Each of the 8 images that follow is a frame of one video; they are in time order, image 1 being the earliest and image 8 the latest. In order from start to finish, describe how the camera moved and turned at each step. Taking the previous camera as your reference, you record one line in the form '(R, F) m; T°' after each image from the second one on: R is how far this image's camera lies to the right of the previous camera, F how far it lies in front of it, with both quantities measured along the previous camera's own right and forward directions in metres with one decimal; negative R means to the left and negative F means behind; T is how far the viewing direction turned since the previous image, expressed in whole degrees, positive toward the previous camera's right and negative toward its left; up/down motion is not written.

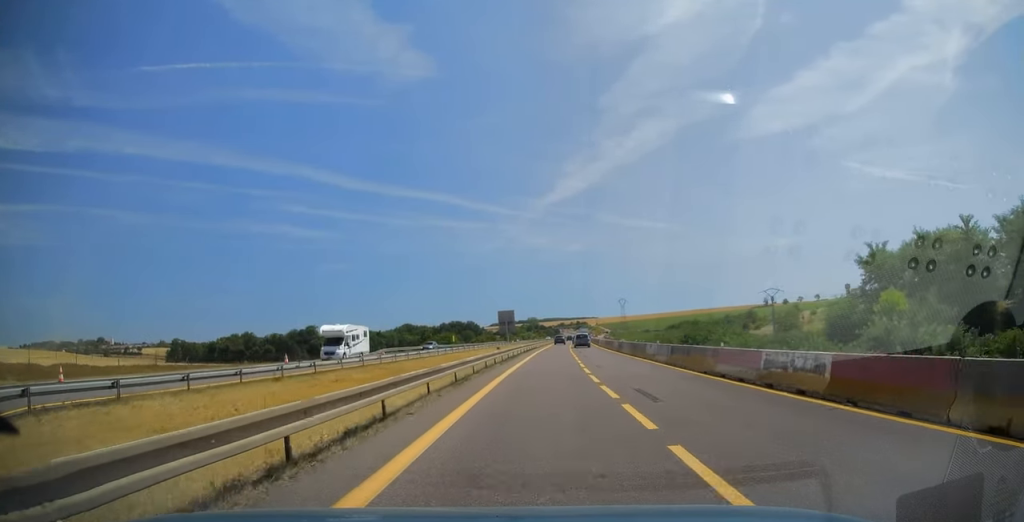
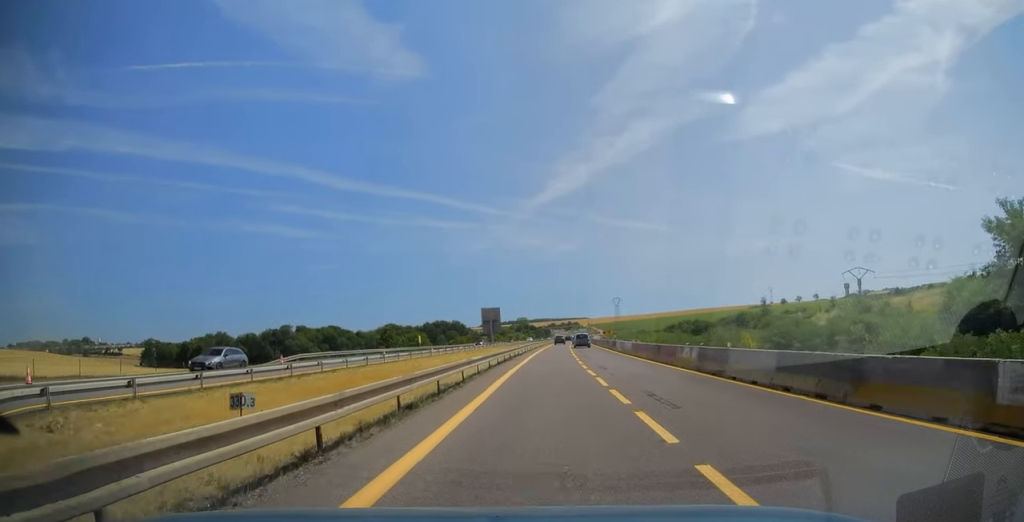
(+0.7, +27.0) m; +1°
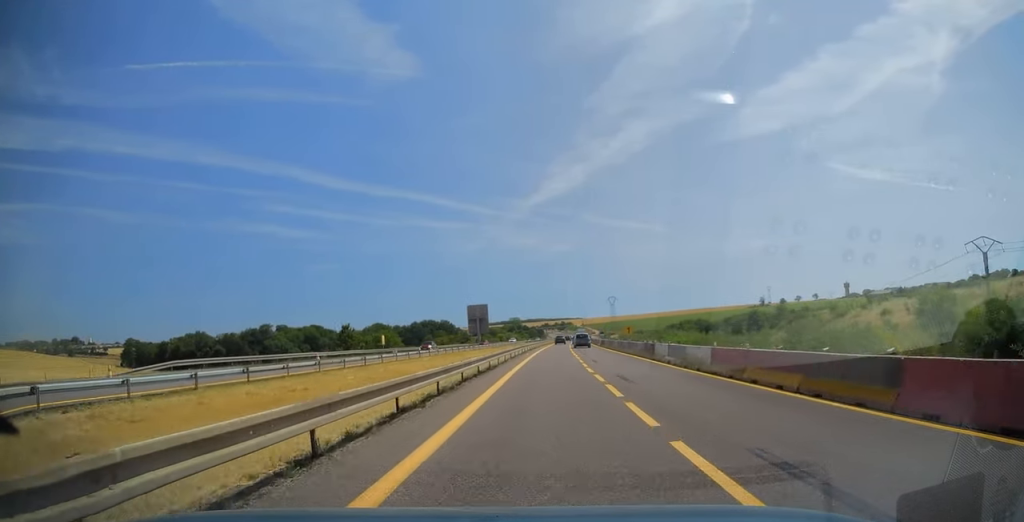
(-0.1, +20.2) m; 0°
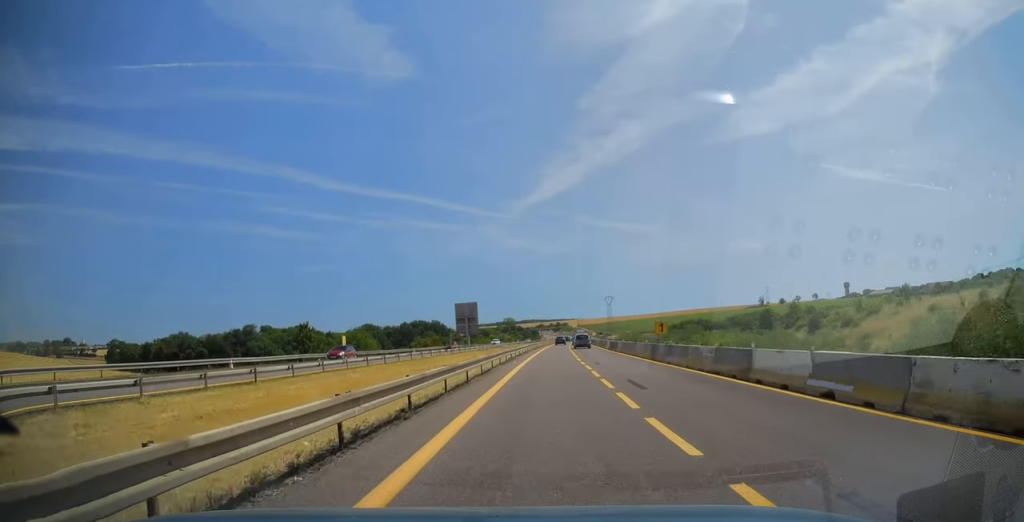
(-0.1, +15.2) m; 0°
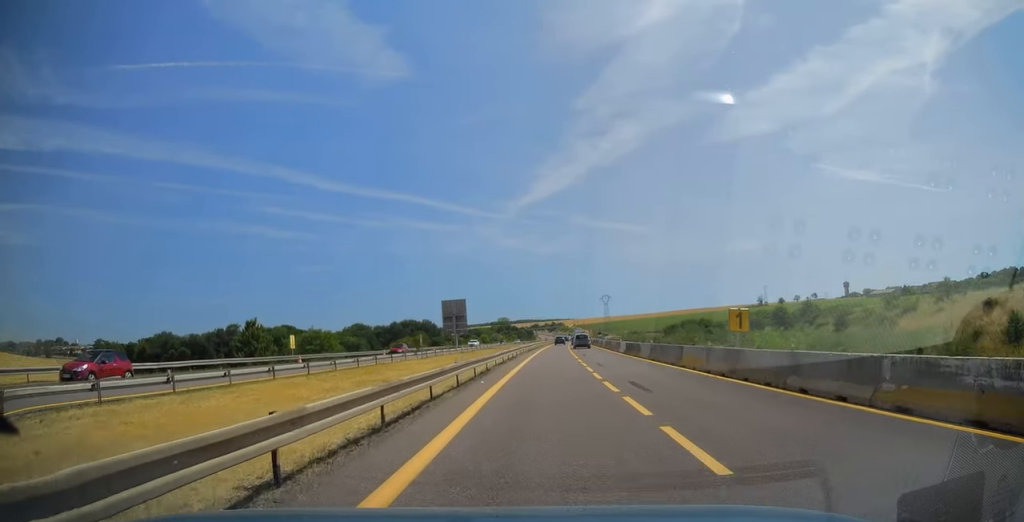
(+0.2, +13.9) m; +1°
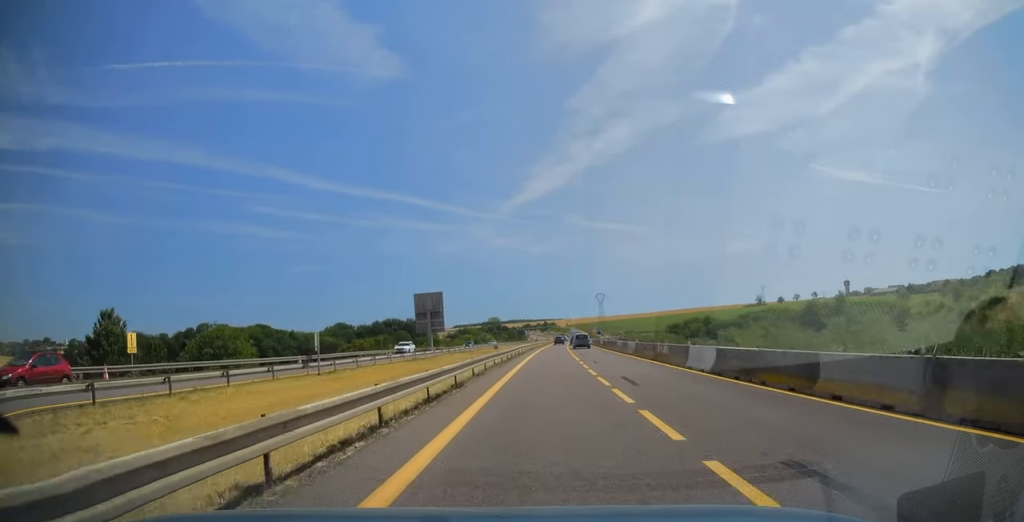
(+0.4, +24.0) m; 0°
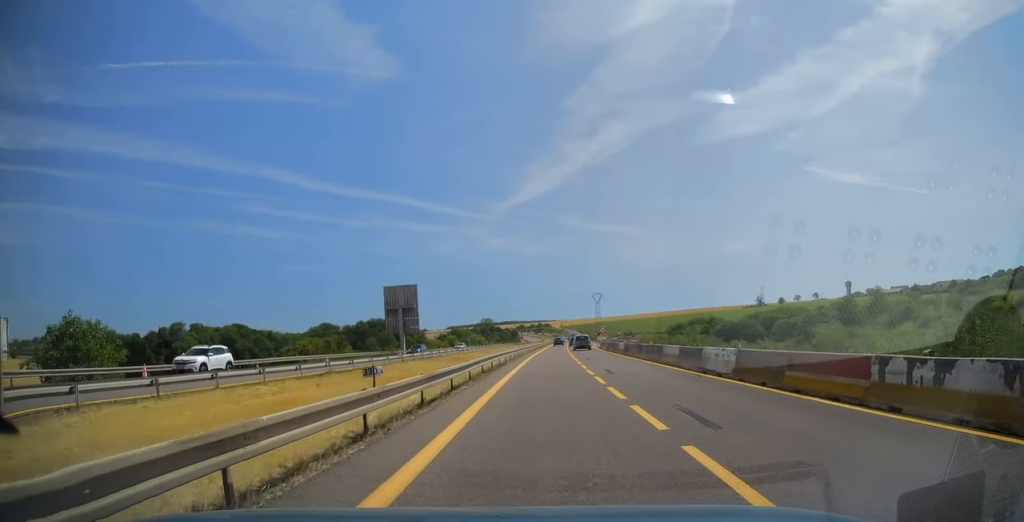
(-0.1, +20.7) m; 0°
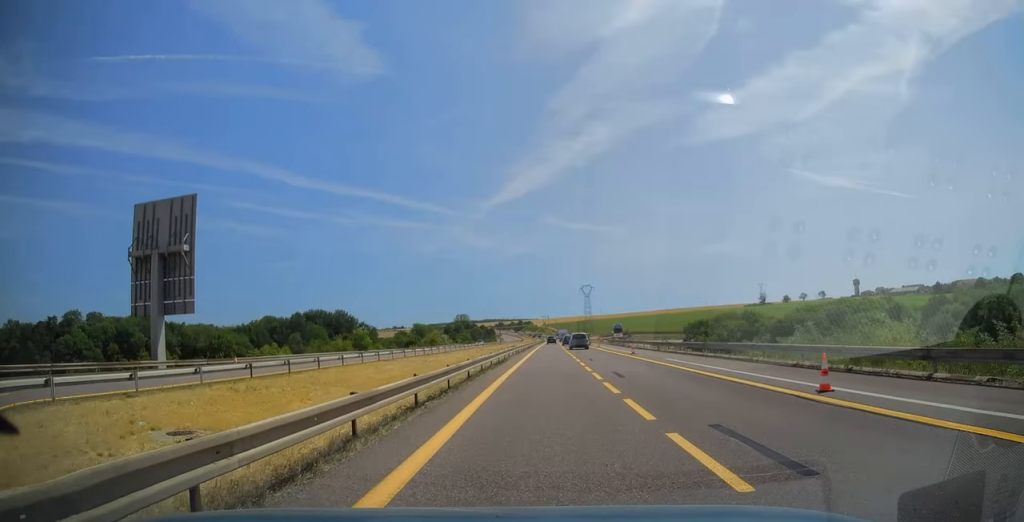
(+1.8, +68.3) m; +2°
